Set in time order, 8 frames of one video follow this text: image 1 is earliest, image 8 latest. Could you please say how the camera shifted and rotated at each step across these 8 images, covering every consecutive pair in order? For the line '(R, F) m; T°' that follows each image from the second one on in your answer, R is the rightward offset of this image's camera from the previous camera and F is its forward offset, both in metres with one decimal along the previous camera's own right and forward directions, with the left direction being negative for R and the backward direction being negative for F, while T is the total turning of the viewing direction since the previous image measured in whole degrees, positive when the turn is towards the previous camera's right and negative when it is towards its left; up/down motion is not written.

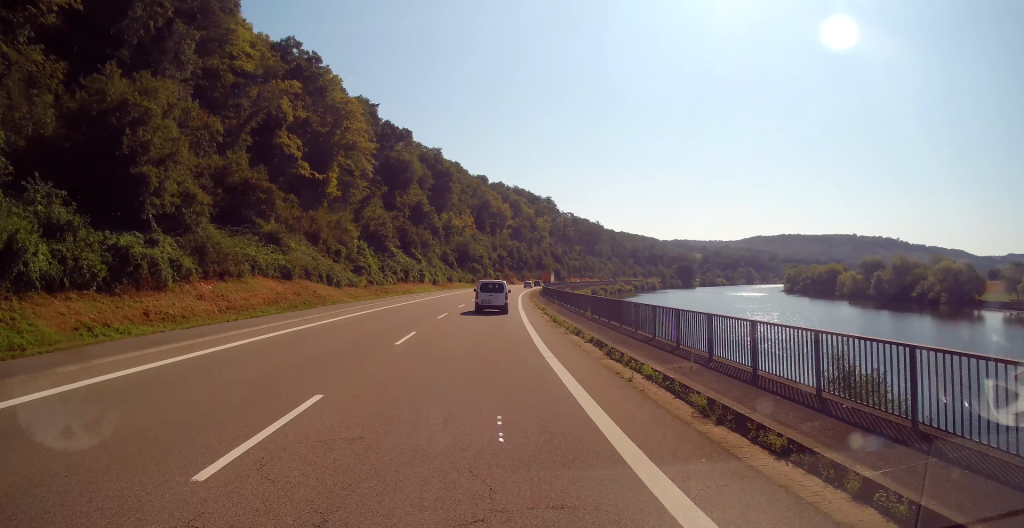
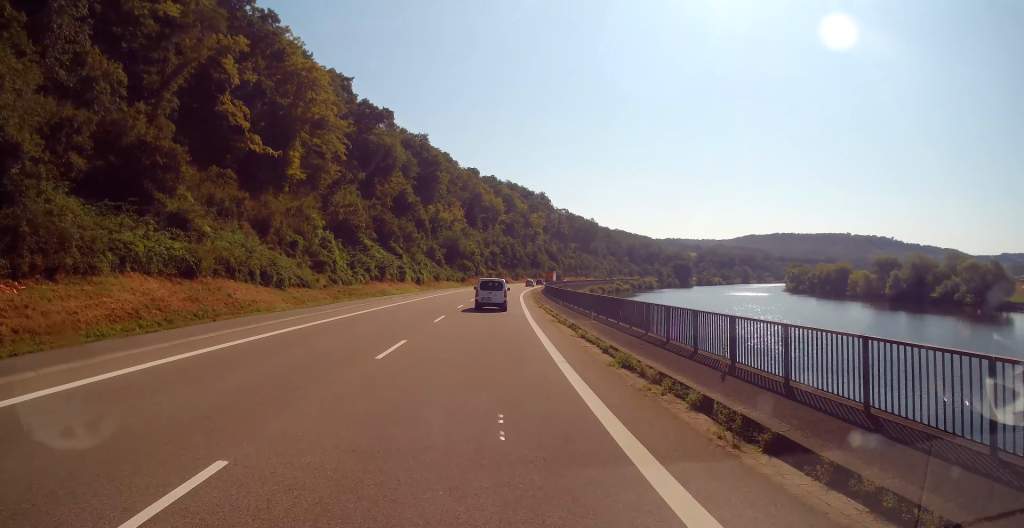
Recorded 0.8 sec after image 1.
(+0.1, +15.3) m; +1°
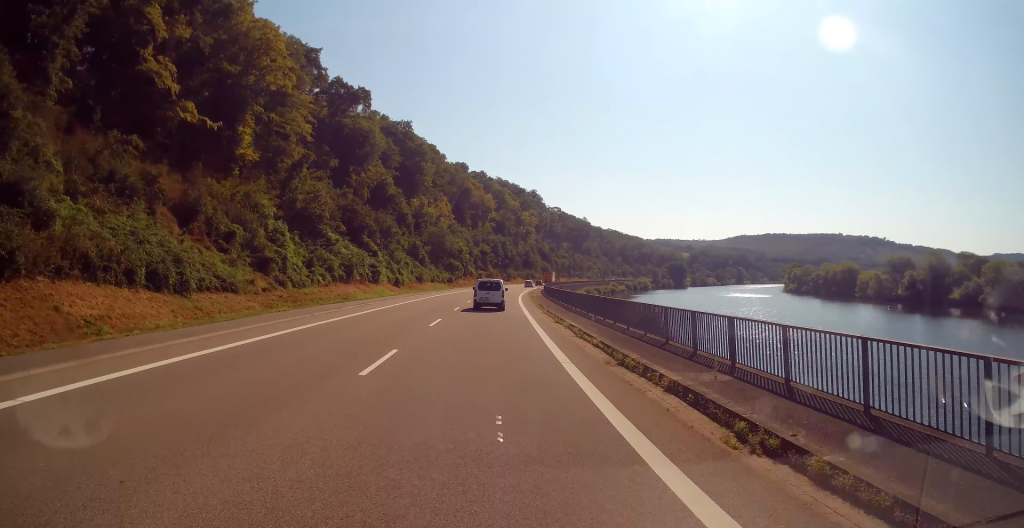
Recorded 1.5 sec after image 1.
(+0.3, +14.0) m; +1°
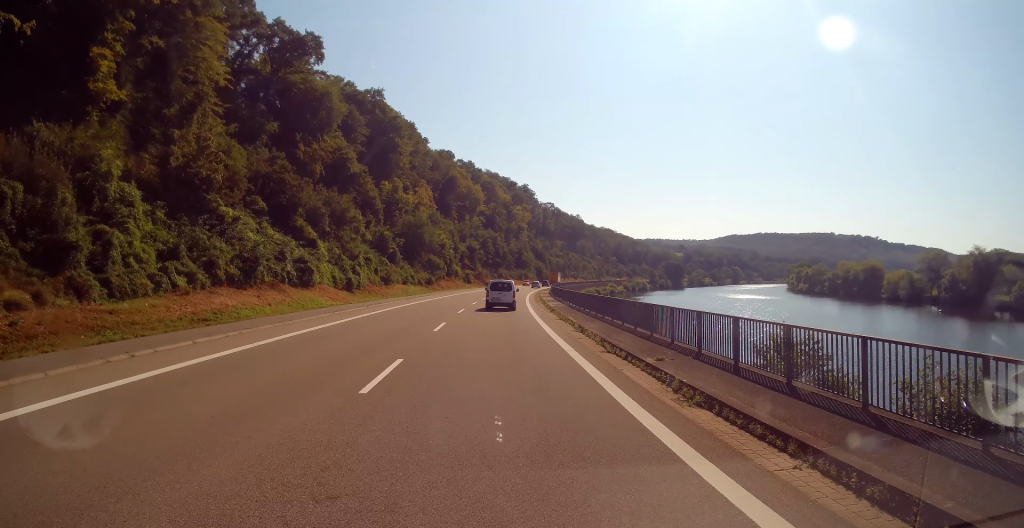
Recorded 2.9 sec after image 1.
(+0.5, +26.8) m; +2°
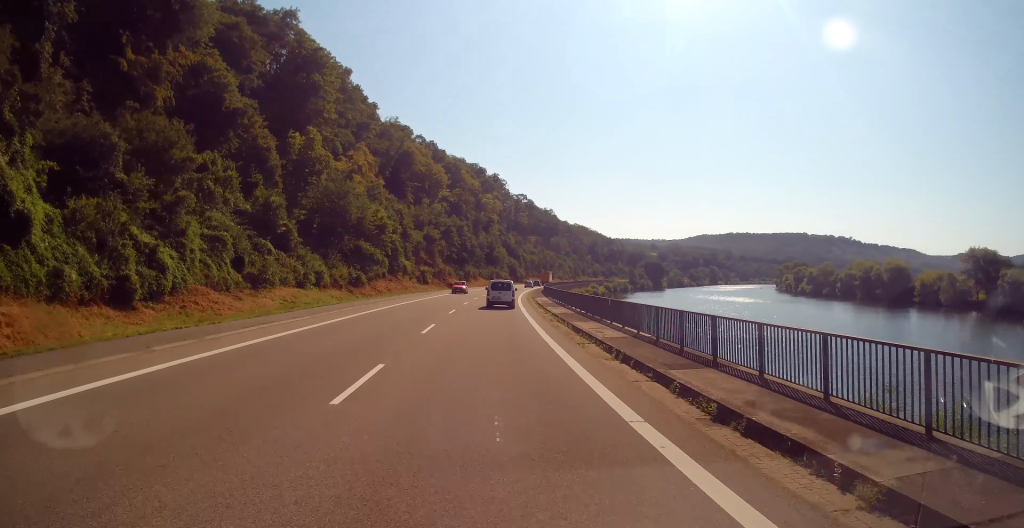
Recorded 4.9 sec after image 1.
(+0.2, +36.4) m; +2°
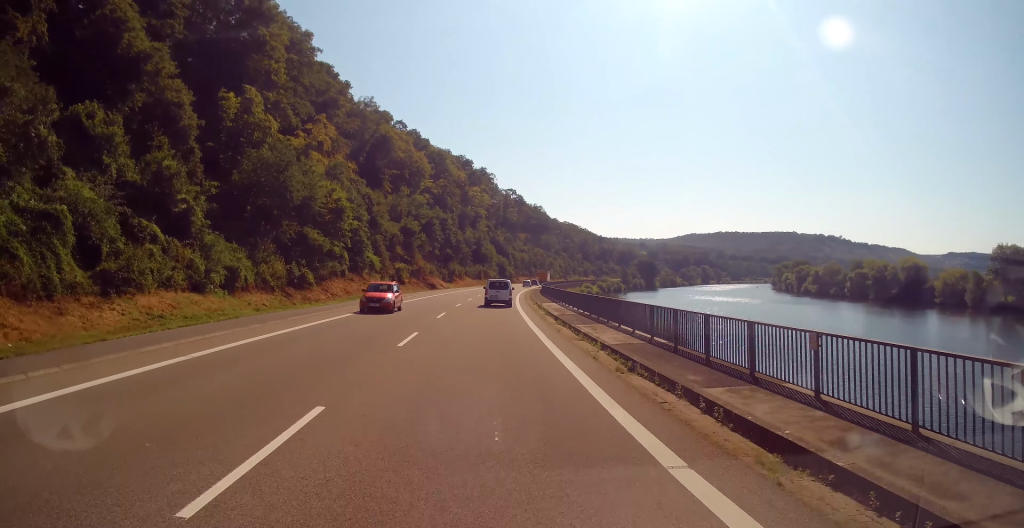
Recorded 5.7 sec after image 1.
(+0.6, +15.6) m; +2°
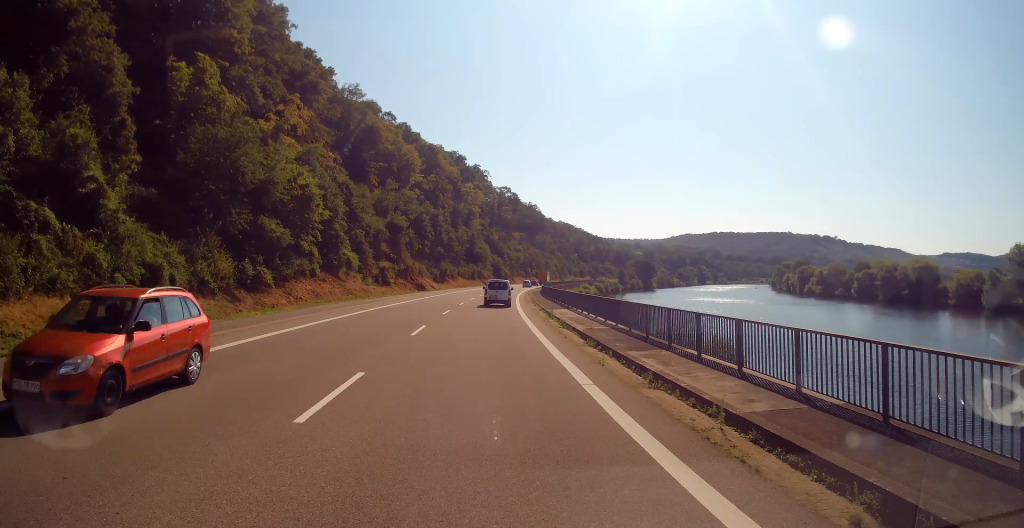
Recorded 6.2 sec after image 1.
(0.0, +8.8) m; 0°
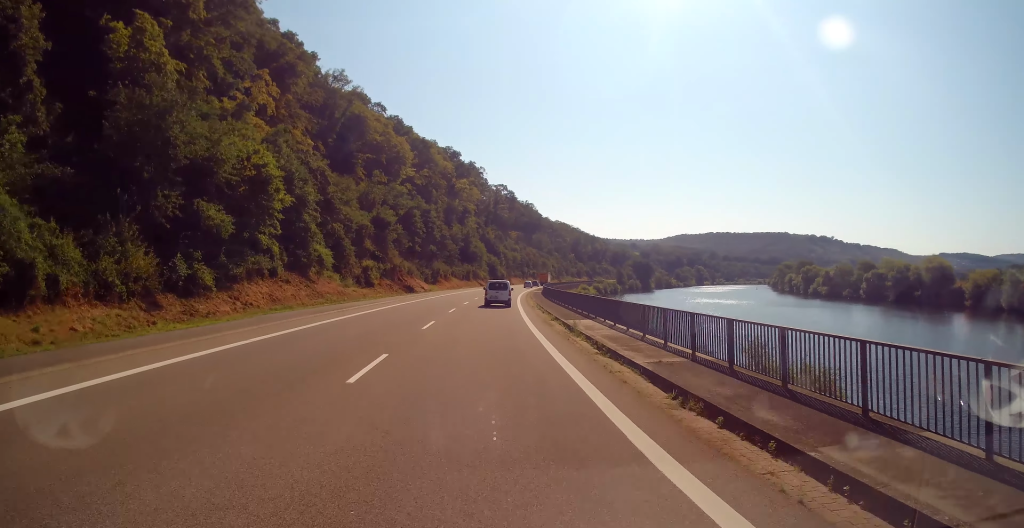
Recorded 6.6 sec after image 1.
(0.0, +8.8) m; 0°
